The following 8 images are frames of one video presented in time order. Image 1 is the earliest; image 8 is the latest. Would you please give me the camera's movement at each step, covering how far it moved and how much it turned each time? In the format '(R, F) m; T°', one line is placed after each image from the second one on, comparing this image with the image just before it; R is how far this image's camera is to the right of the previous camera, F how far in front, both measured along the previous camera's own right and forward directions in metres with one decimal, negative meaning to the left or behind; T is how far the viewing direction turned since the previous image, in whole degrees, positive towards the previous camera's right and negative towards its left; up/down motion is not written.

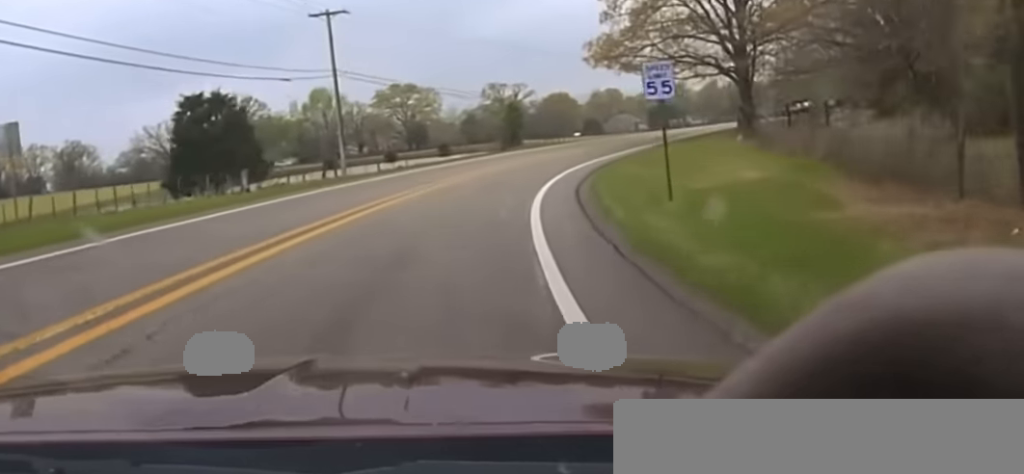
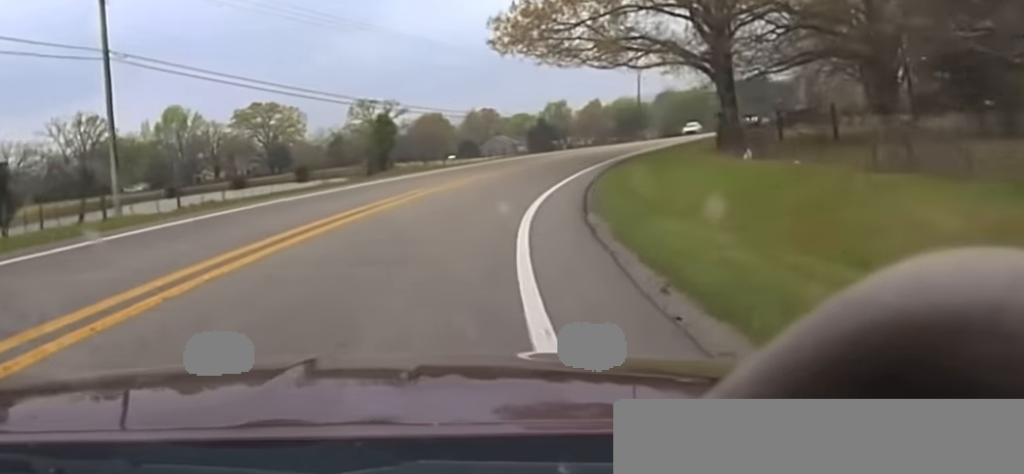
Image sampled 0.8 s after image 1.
(+2.1, +23.0) m; +7°
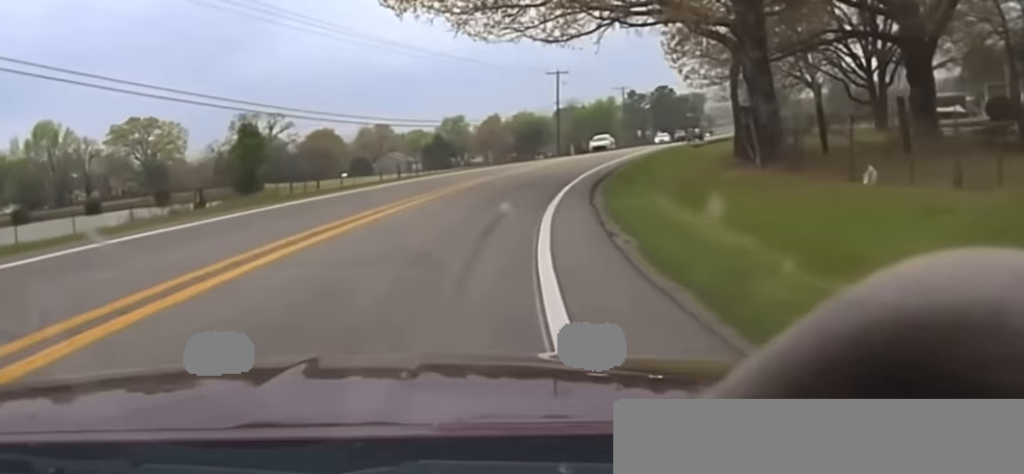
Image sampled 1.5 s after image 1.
(+0.3, +19.5) m; +5°
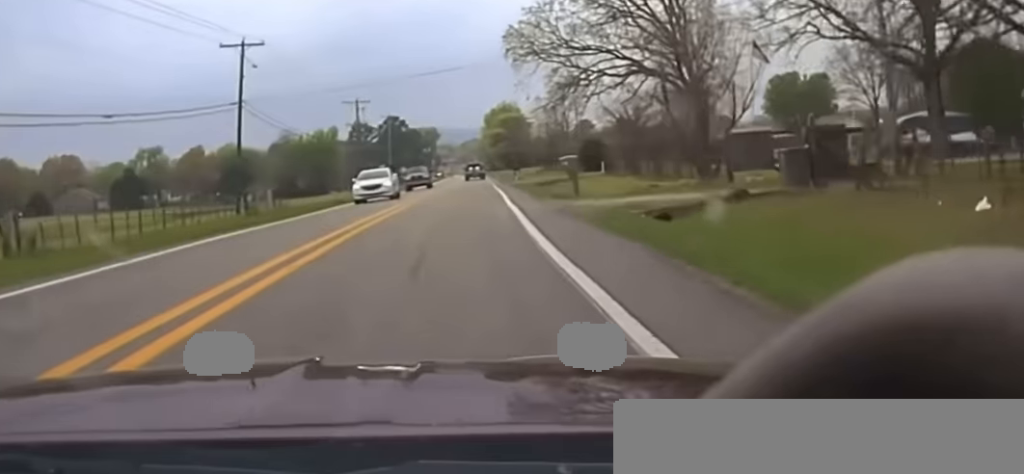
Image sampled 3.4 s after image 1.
(+6.6, +52.9) m; +11°
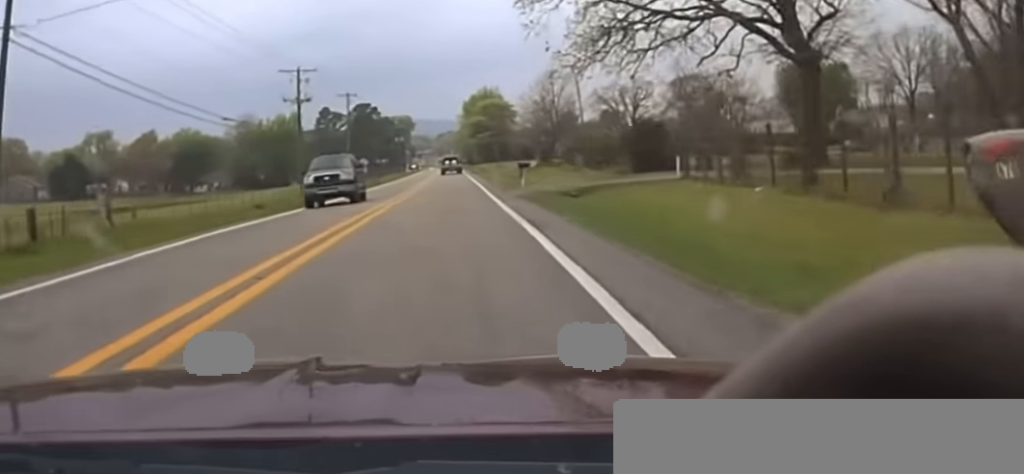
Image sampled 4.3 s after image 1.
(+0.8, +28.7) m; +2°
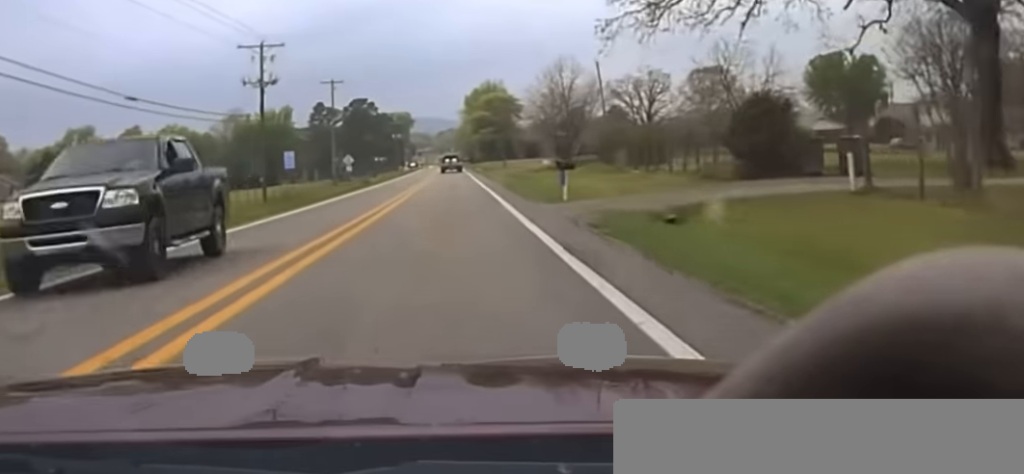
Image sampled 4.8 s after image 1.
(+0.3, +17.1) m; +1°
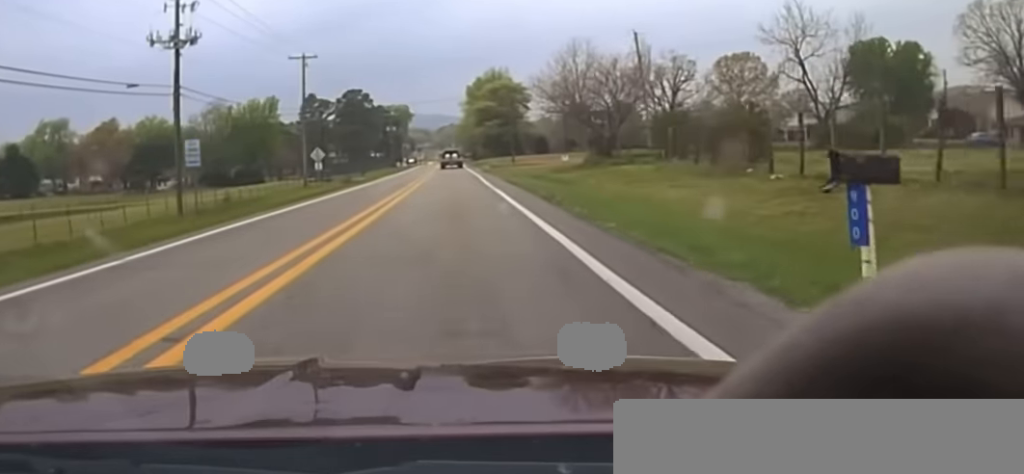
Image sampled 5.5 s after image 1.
(-0.1, +22.2) m; 0°
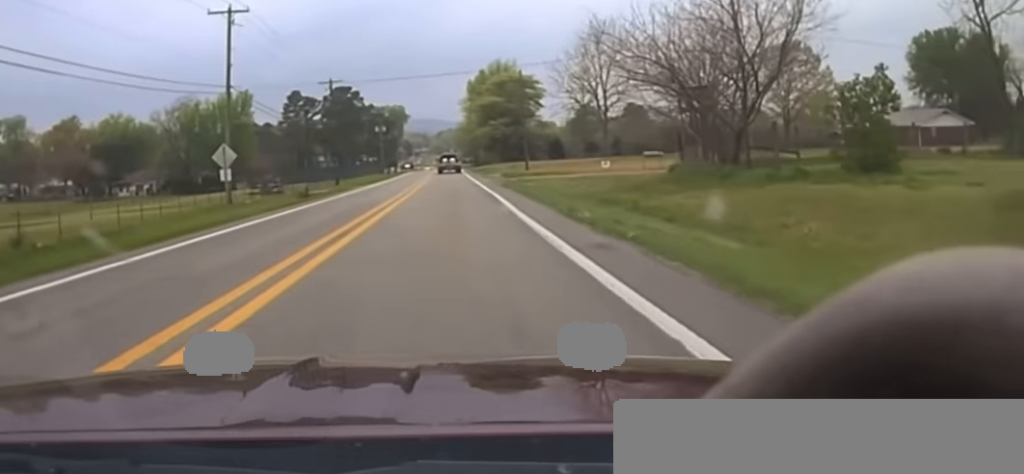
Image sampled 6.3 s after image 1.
(0.0, +27.8) m; 0°
